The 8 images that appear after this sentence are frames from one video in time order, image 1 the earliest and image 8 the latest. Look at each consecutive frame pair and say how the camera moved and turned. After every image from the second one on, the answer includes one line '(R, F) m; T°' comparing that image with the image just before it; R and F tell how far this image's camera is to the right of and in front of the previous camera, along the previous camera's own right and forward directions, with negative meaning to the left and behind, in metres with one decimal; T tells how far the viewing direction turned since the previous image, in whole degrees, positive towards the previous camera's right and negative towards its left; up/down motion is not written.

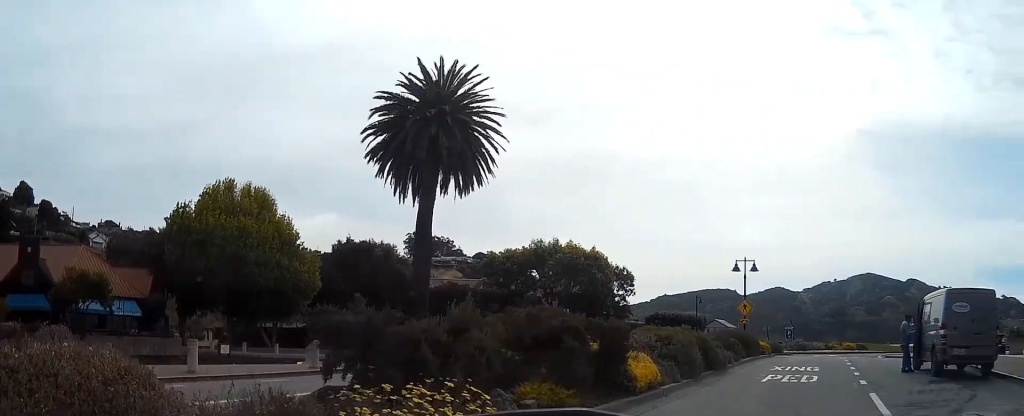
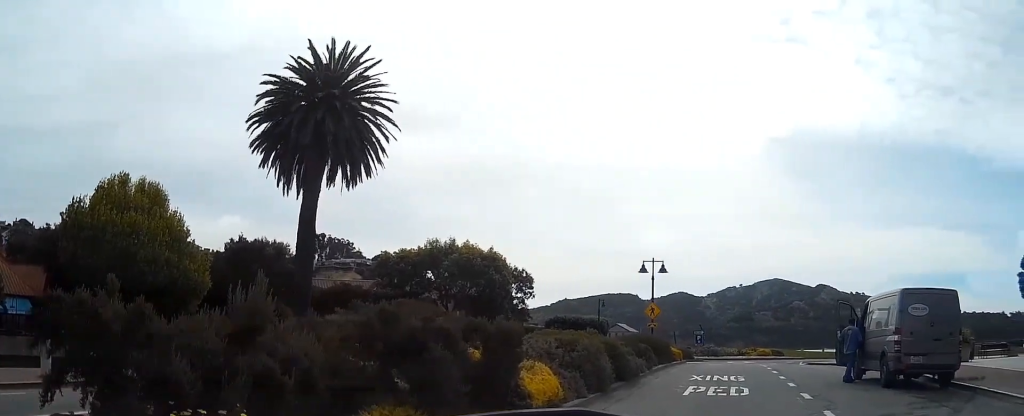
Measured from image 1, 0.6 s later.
(+0.3, +2.9) m; +6°
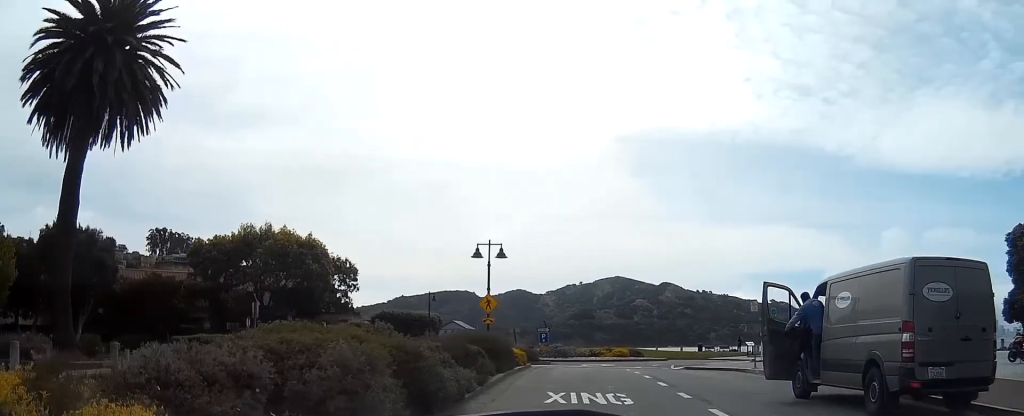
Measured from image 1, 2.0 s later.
(+0.8, +7.8) m; +8°
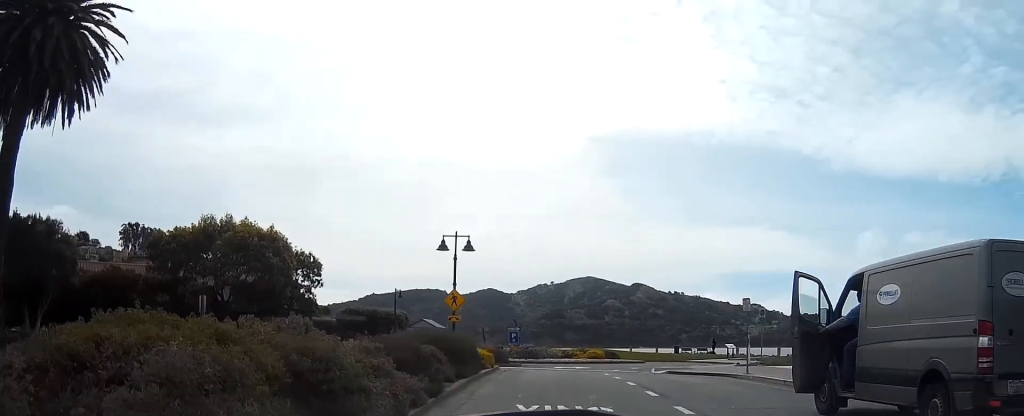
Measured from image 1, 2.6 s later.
(0.0, +2.9) m; +1°
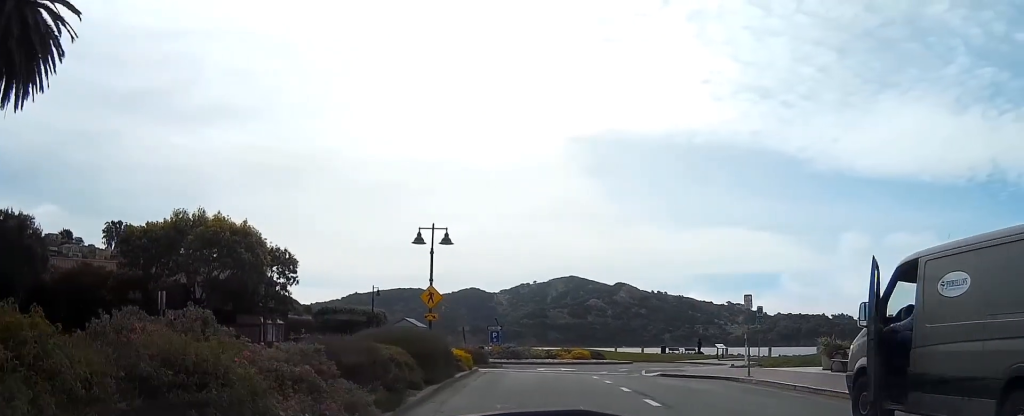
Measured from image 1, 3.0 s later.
(0.0, +2.4) m; +1°
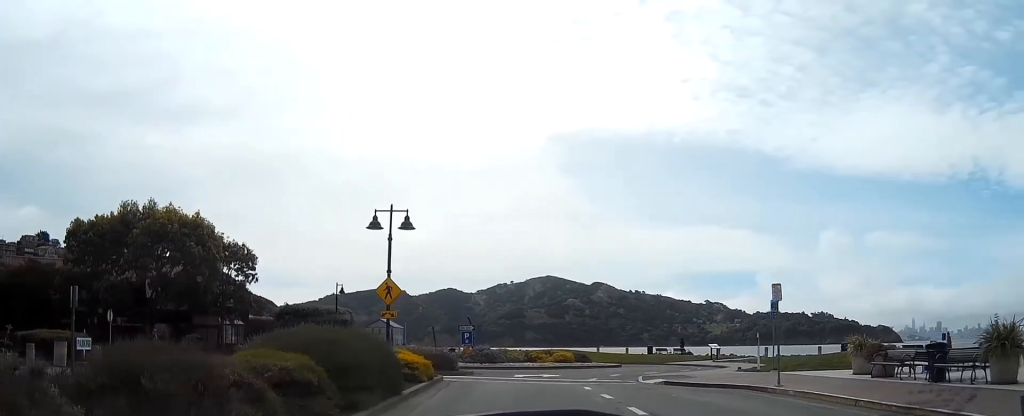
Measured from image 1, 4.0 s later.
(+0.1, +5.1) m; +1°
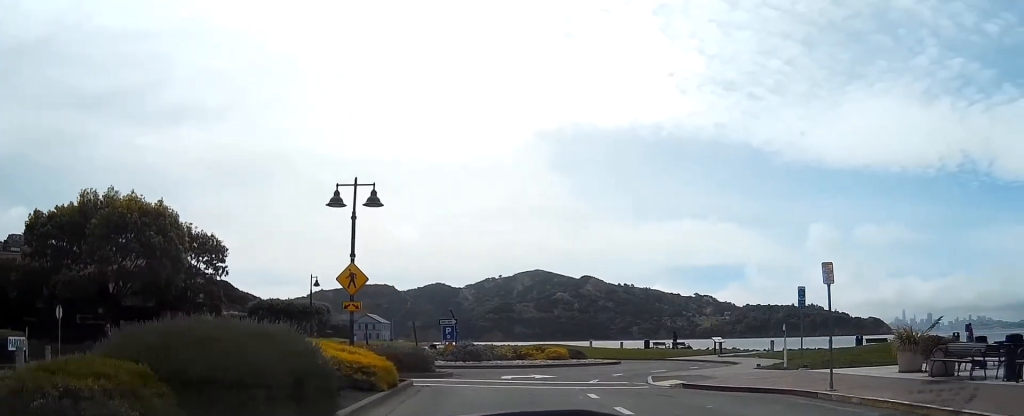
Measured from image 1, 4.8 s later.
(0.0, +4.2) m; +2°
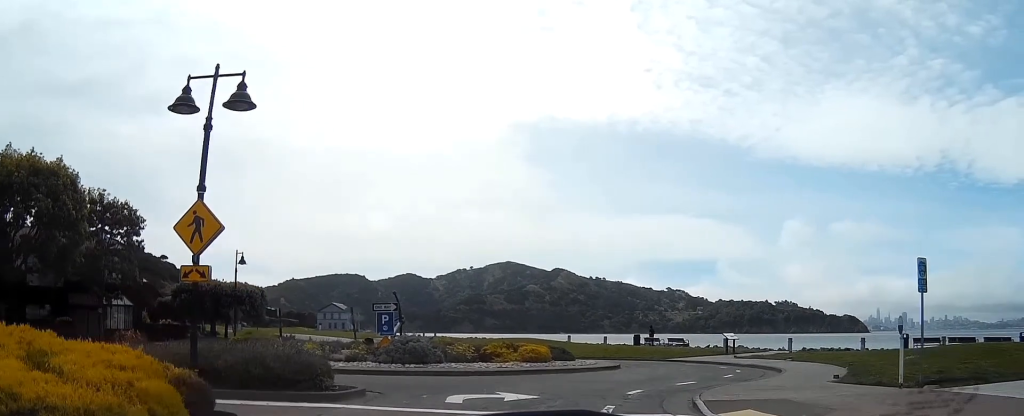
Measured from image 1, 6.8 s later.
(+0.7, +9.5) m; +6°
